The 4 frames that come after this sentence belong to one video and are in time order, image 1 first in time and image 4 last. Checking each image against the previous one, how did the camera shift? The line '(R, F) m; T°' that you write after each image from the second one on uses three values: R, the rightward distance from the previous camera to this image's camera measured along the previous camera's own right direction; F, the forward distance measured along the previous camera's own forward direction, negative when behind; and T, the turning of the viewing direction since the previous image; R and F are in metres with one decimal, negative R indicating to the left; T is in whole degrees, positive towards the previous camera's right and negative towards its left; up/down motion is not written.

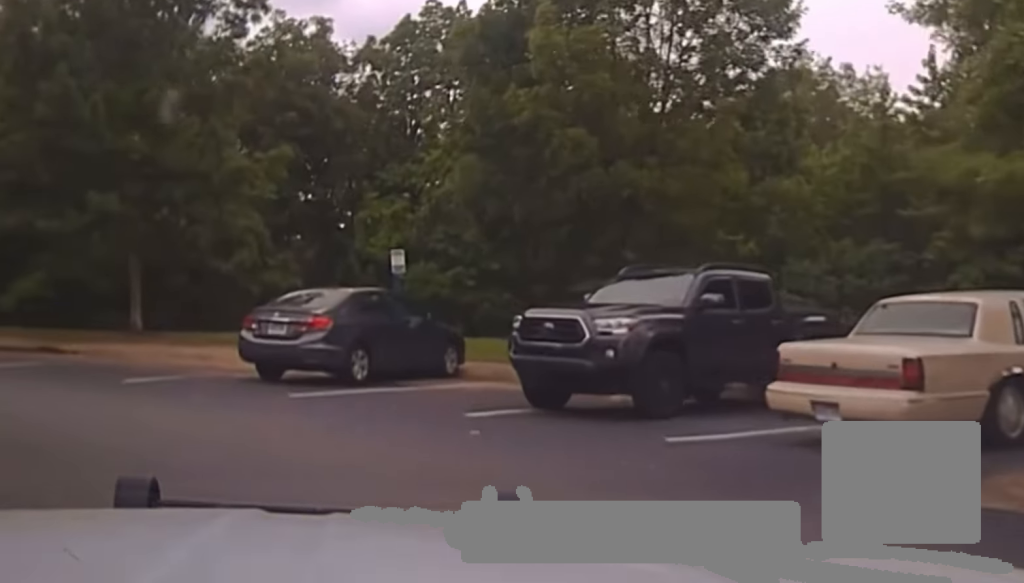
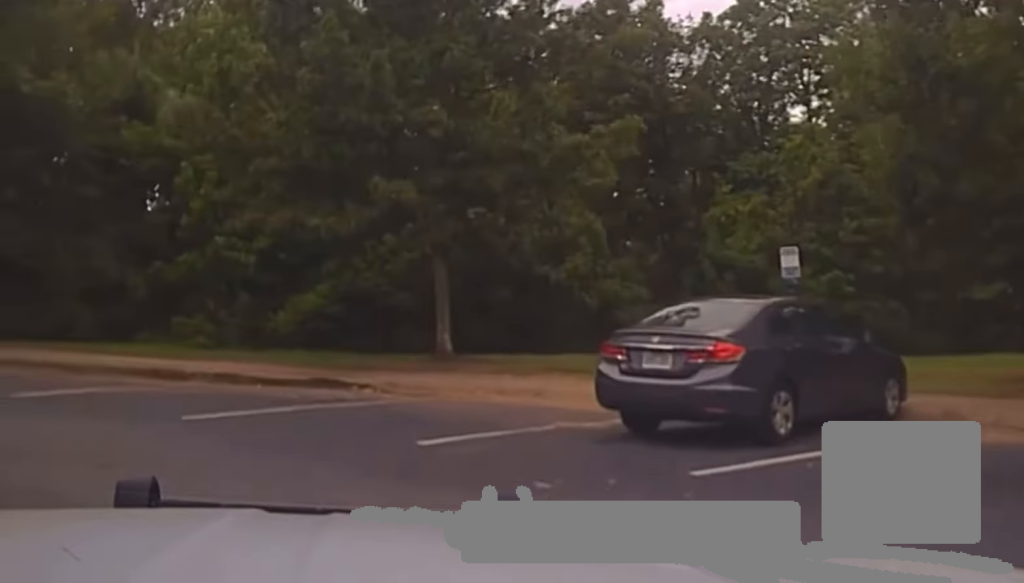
(-3.5, +5.5) m; -33°
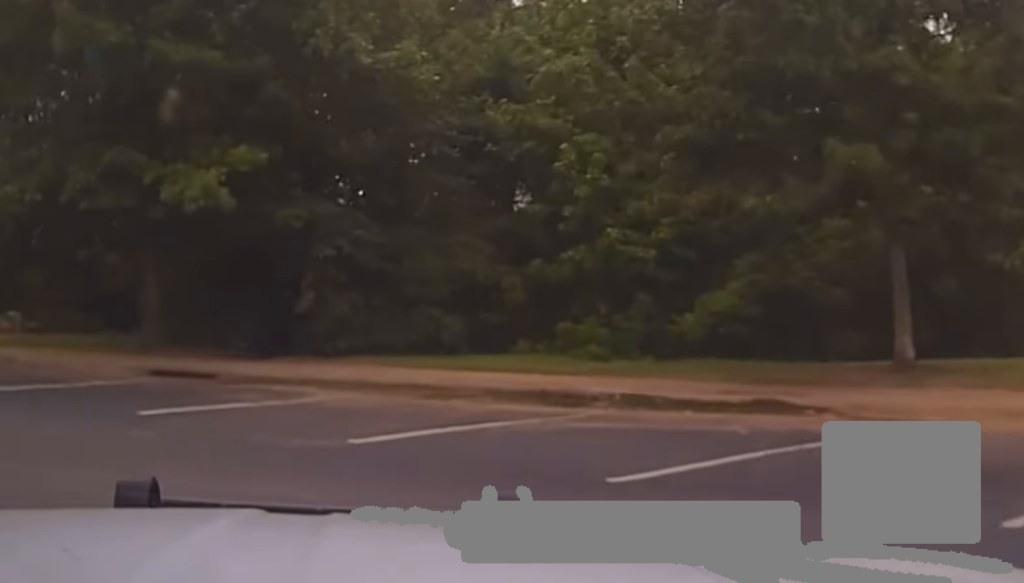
(+0.1, +4.4) m; -7°
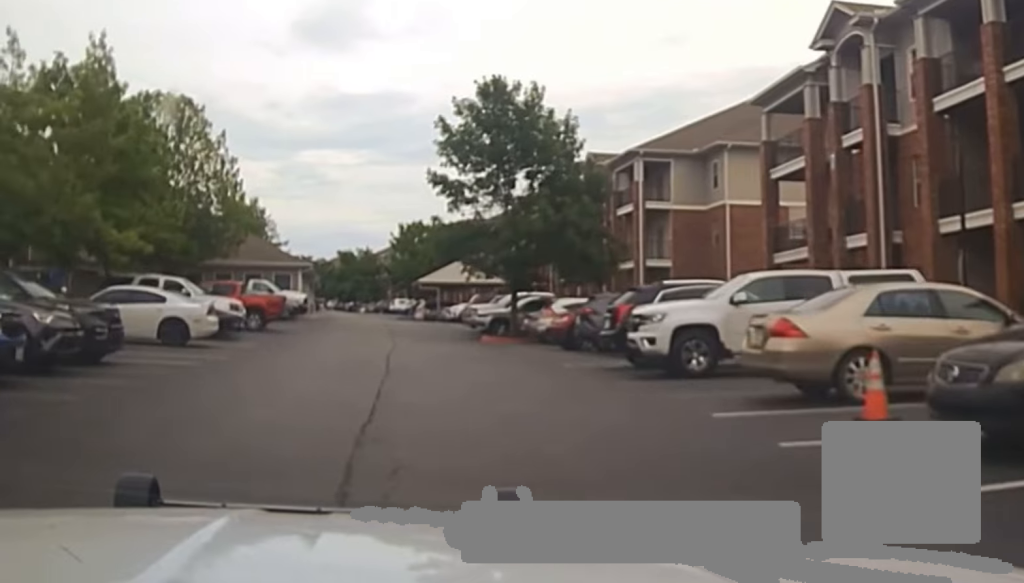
(-24.8, +8.3) m; -118°
